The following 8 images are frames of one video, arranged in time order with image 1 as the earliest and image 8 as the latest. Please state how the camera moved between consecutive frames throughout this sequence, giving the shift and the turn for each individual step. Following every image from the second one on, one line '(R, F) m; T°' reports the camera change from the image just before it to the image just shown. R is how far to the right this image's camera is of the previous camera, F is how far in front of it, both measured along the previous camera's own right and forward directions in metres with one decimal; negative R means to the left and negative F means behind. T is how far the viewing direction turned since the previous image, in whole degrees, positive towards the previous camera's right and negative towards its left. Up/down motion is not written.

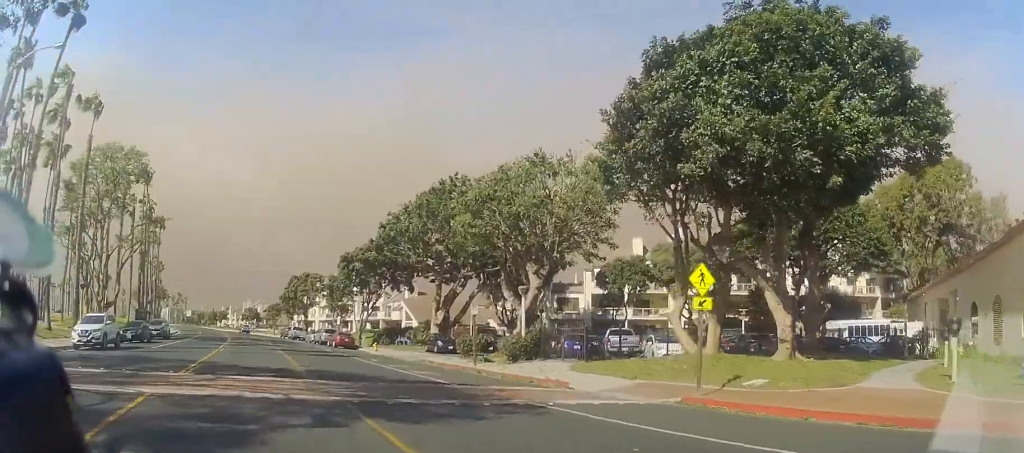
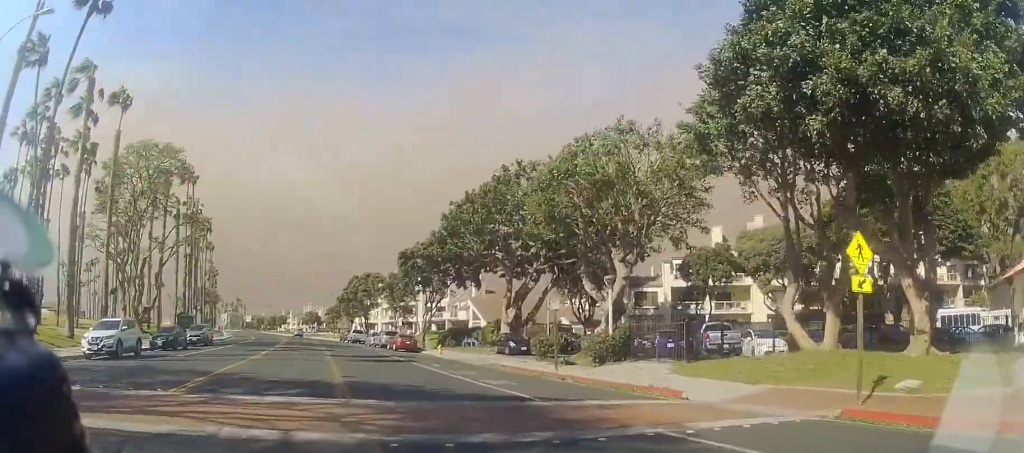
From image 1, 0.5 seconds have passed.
(-0.3, +3.9) m; -5°
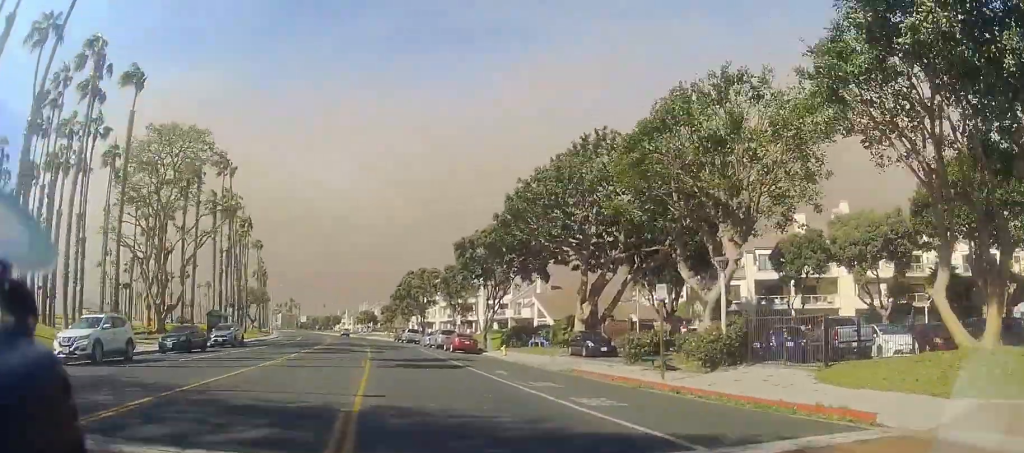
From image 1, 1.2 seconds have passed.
(-0.3, +5.4) m; -4°
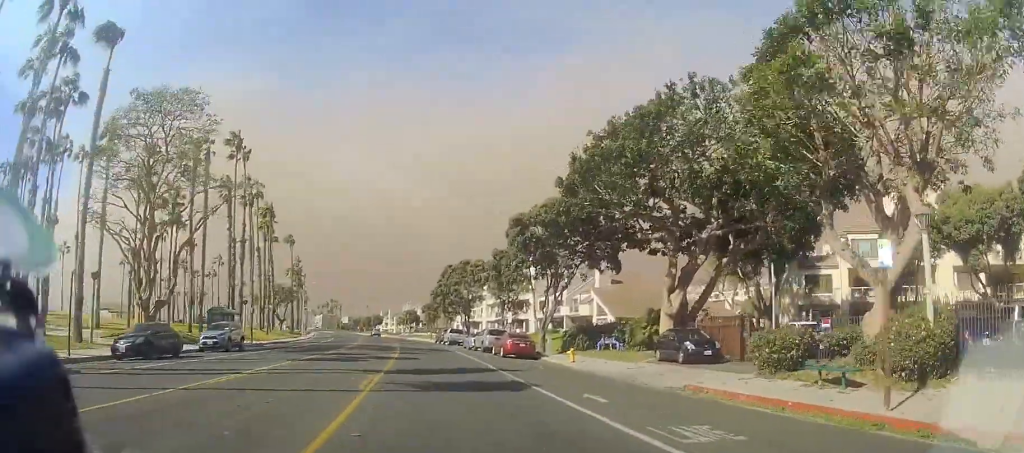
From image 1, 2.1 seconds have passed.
(-0.3, +8.4) m; -3°
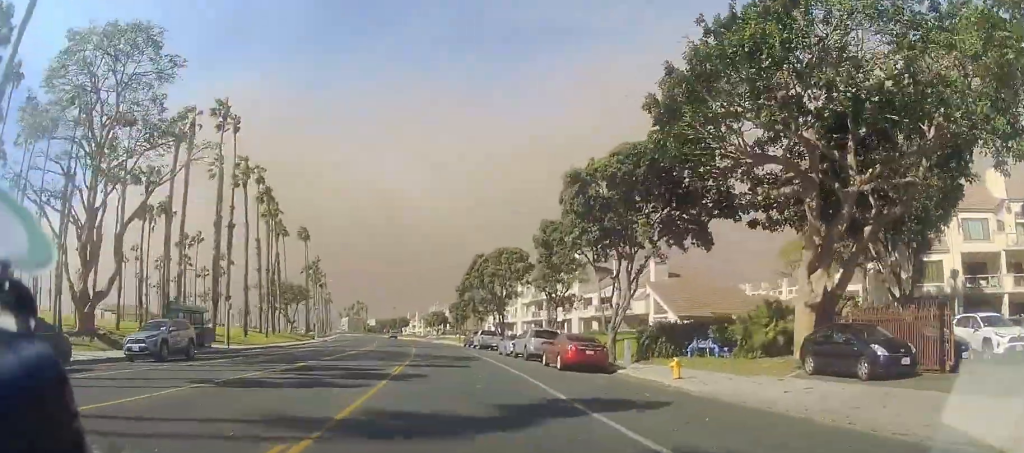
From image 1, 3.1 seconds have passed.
(-0.2, +10.9) m; -4°
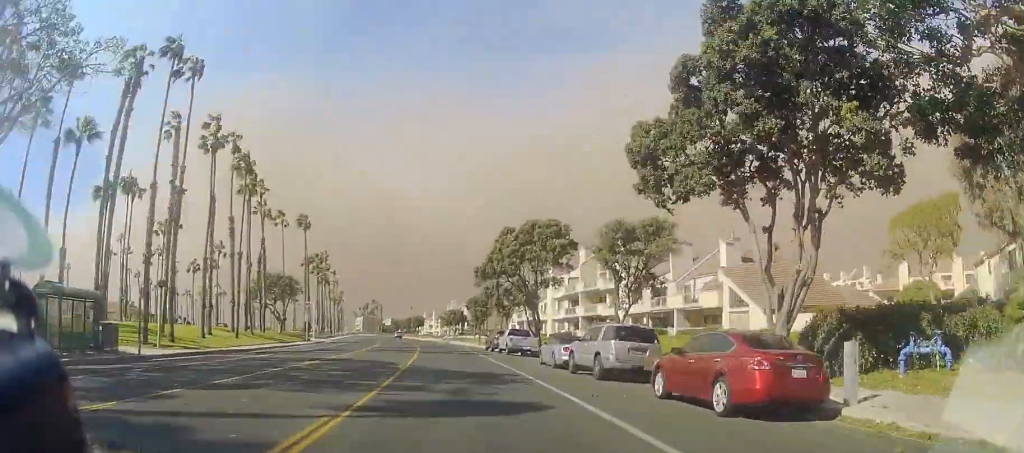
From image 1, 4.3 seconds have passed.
(-0.7, +13.5) m; -3°
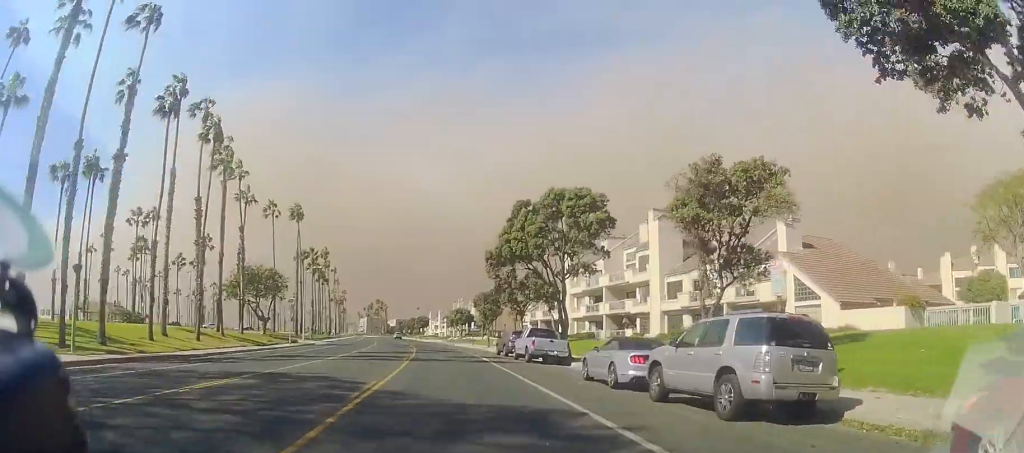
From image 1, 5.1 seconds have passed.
(0.0, +8.8) m; -1°
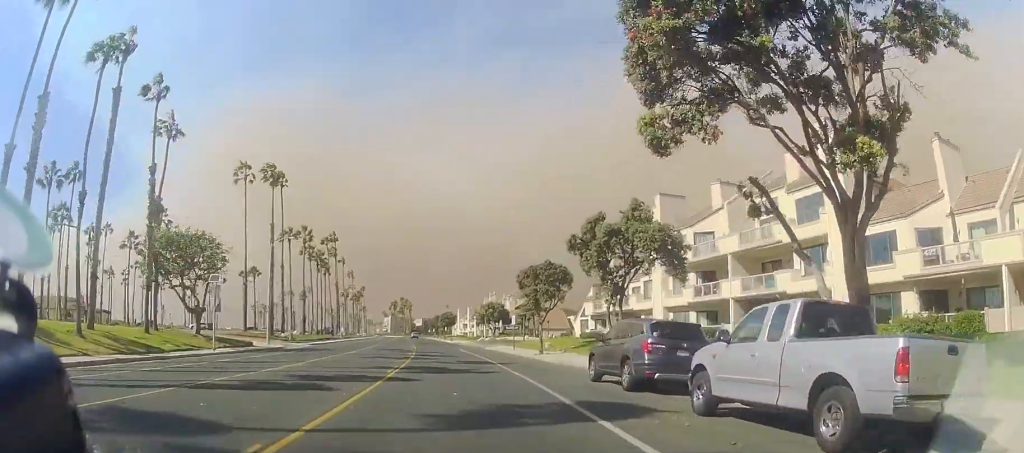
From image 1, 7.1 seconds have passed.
(-1.1, +23.3) m; -3°
